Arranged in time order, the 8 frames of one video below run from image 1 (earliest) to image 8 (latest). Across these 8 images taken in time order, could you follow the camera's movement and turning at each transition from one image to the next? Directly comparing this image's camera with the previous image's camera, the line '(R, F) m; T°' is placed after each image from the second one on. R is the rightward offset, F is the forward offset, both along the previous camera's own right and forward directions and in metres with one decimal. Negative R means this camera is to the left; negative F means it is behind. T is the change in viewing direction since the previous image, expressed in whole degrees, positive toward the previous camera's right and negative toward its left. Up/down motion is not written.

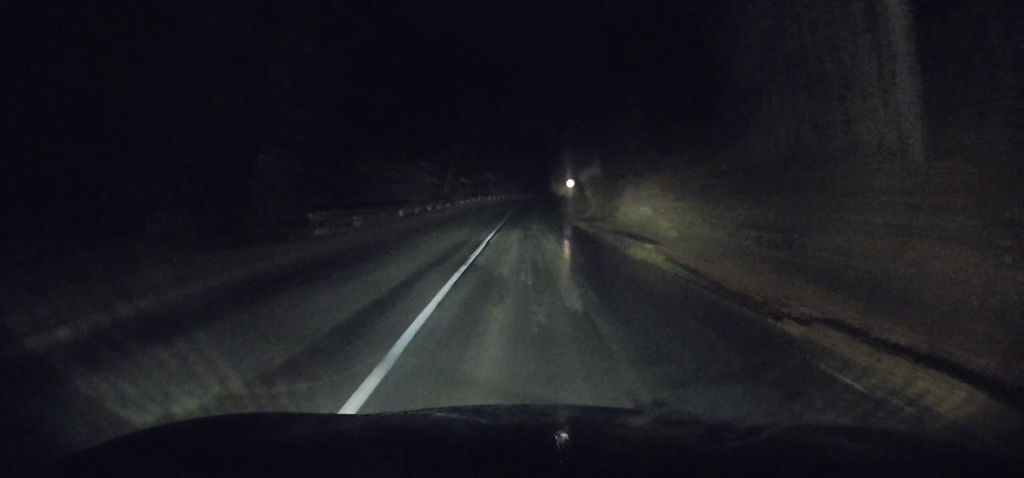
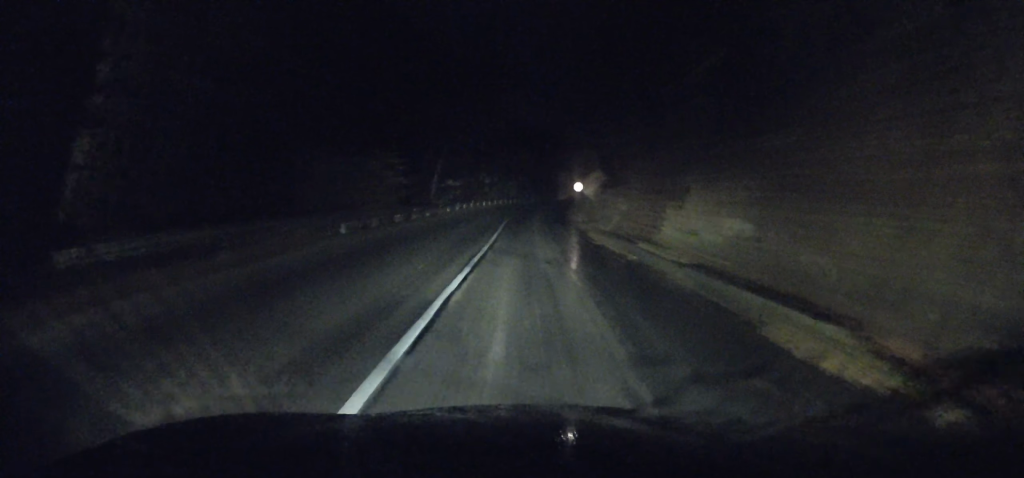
(-0.1, +8.9) m; -1°
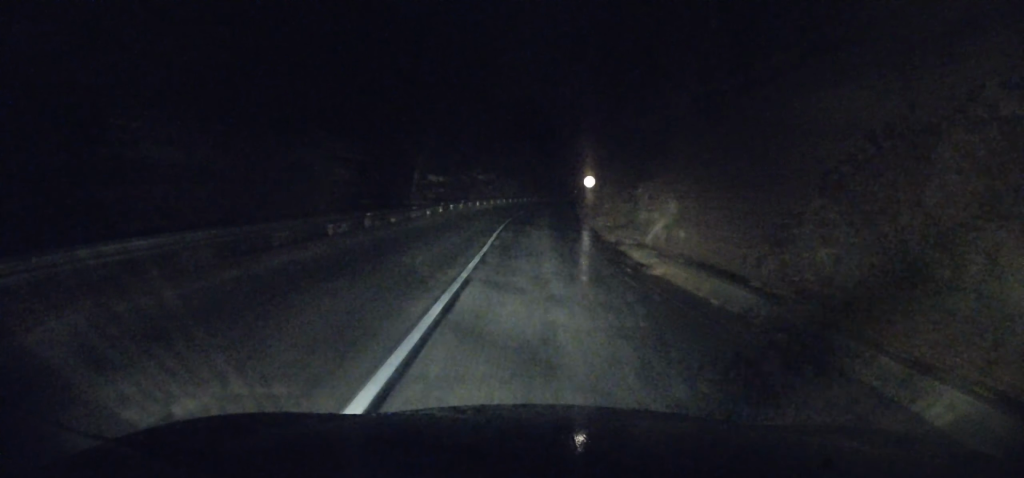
(0.0, +8.9) m; 0°
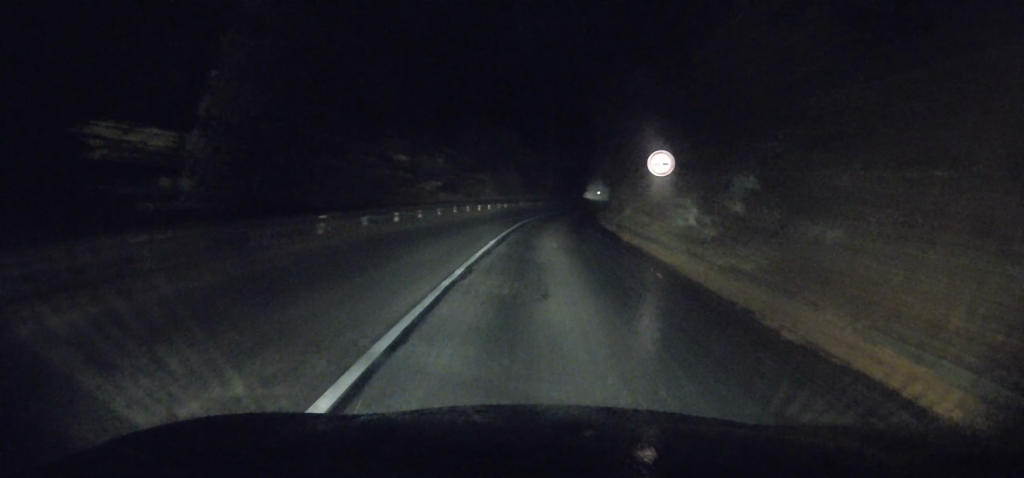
(-0.1, +27.9) m; +2°
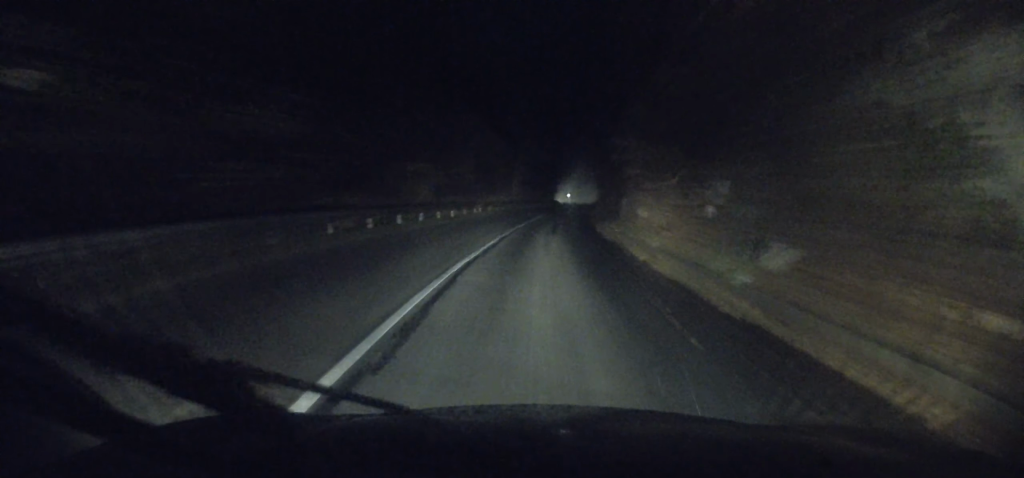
(+0.8, +17.6) m; +4°
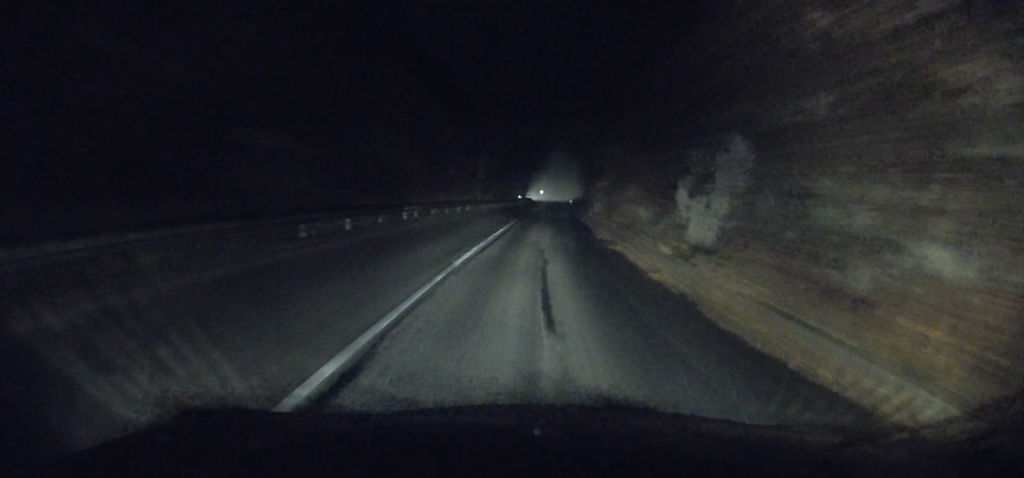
(+0.6, +16.2) m; +3°
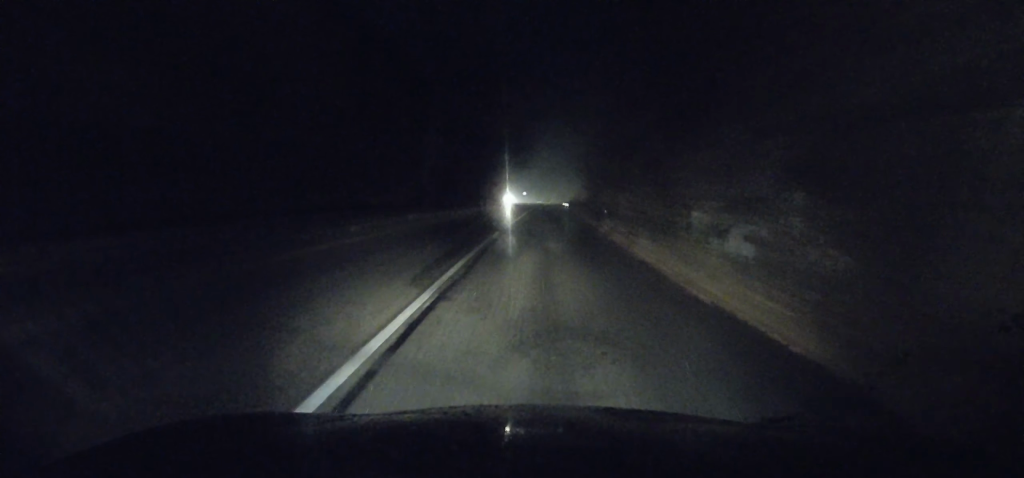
(+0.7, +25.2) m; +3°
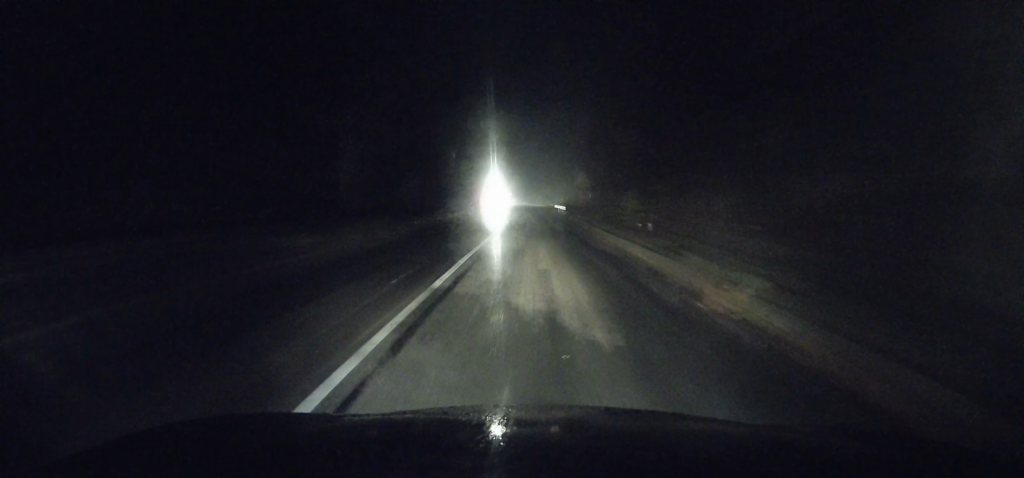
(+0.2, +15.3) m; +2°
